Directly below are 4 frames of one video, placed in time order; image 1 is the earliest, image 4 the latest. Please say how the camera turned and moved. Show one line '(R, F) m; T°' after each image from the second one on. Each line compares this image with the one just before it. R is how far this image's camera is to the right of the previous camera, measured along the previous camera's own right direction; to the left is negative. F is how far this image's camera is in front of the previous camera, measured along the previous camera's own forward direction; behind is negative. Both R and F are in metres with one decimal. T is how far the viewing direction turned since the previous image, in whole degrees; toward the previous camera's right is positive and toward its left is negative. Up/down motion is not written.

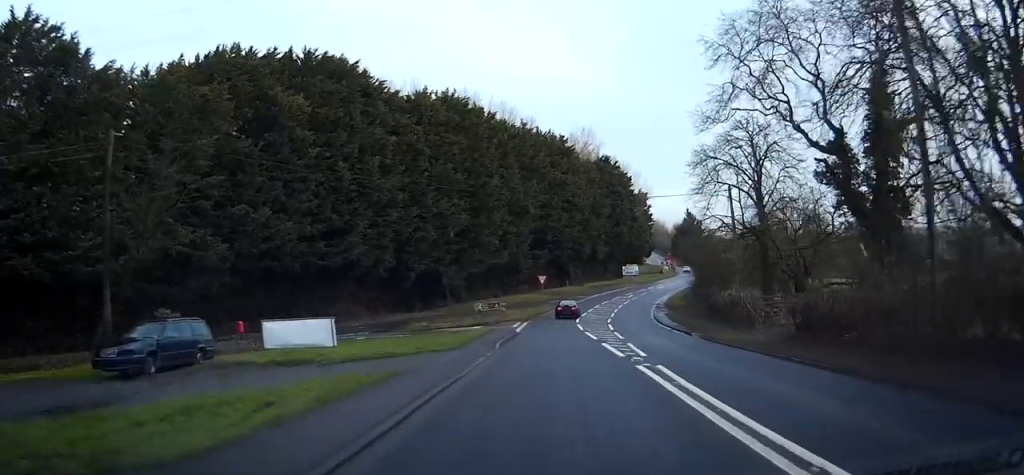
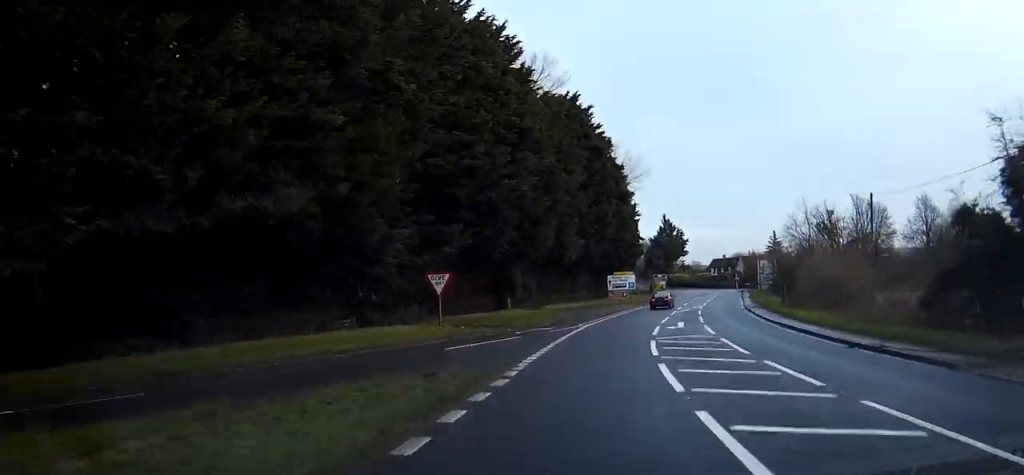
(+0.9, +59.5) m; +2°
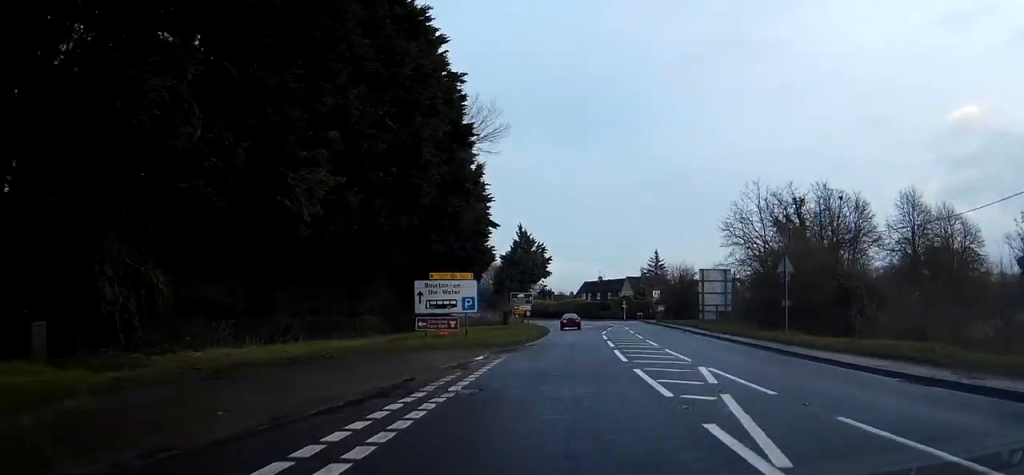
(+2.5, +43.4) m; +7°
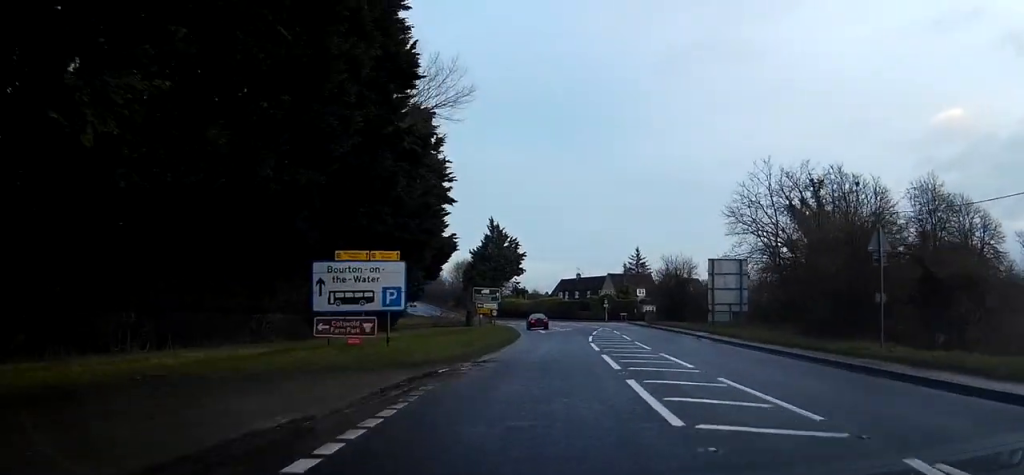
(+0.2, +11.8) m; +2°
